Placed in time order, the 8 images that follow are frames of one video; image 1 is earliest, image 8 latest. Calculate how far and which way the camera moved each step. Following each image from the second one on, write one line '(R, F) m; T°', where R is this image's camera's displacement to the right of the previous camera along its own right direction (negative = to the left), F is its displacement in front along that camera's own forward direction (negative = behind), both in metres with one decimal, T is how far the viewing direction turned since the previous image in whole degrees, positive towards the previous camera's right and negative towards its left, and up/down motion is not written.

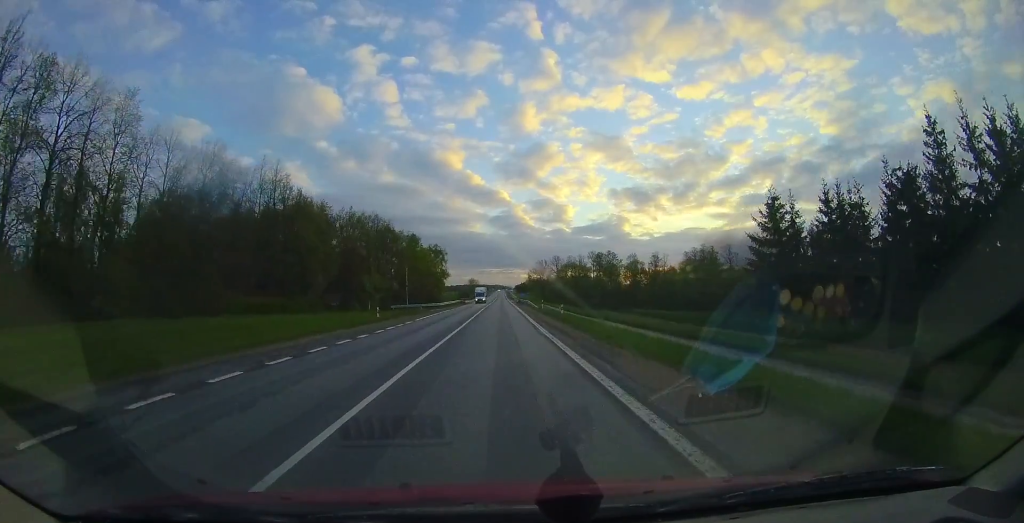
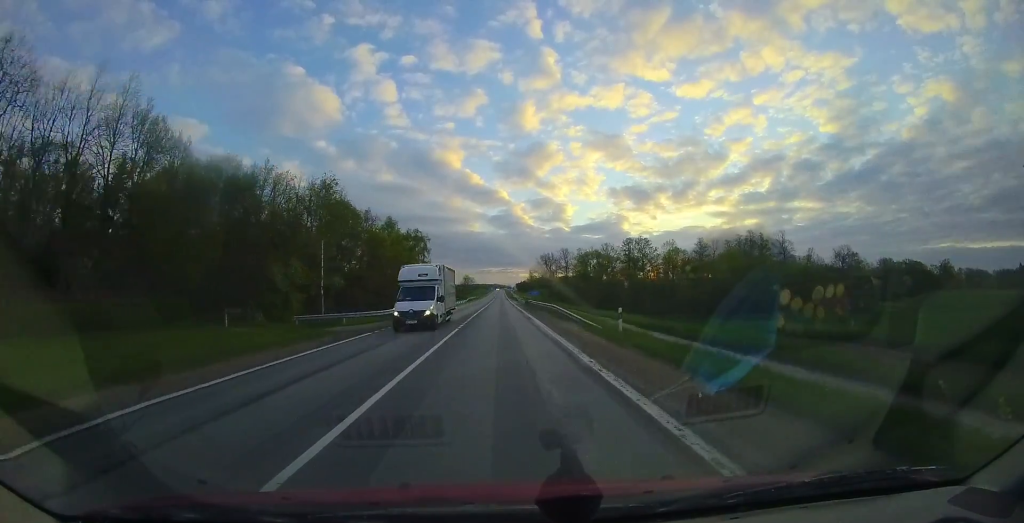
(+0.2, +23.5) m; 0°
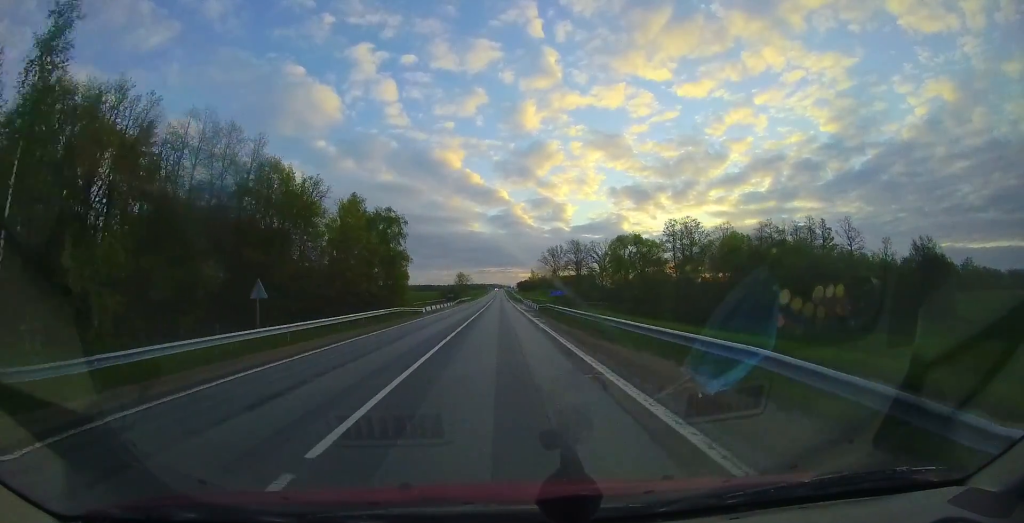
(-0.2, +20.9) m; +1°
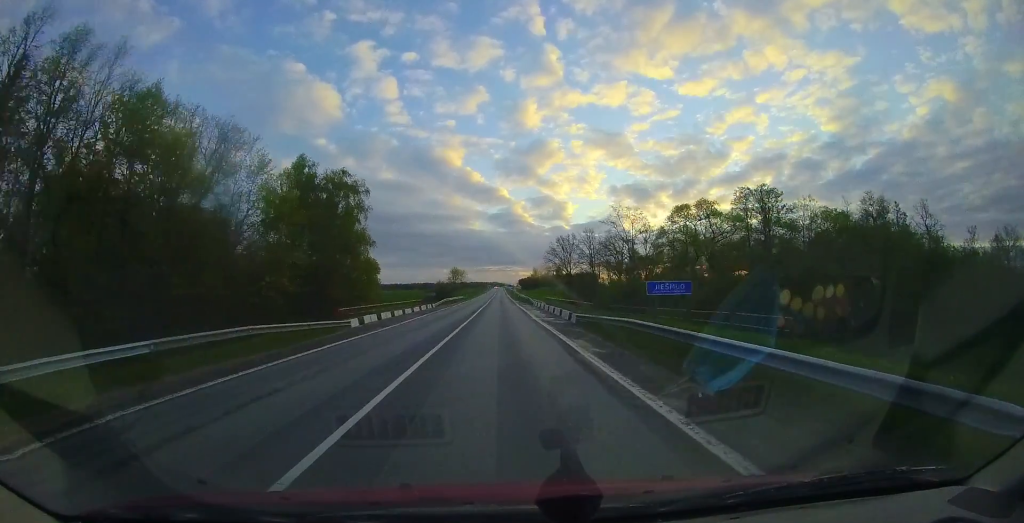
(+0.6, +18.2) m; 0°
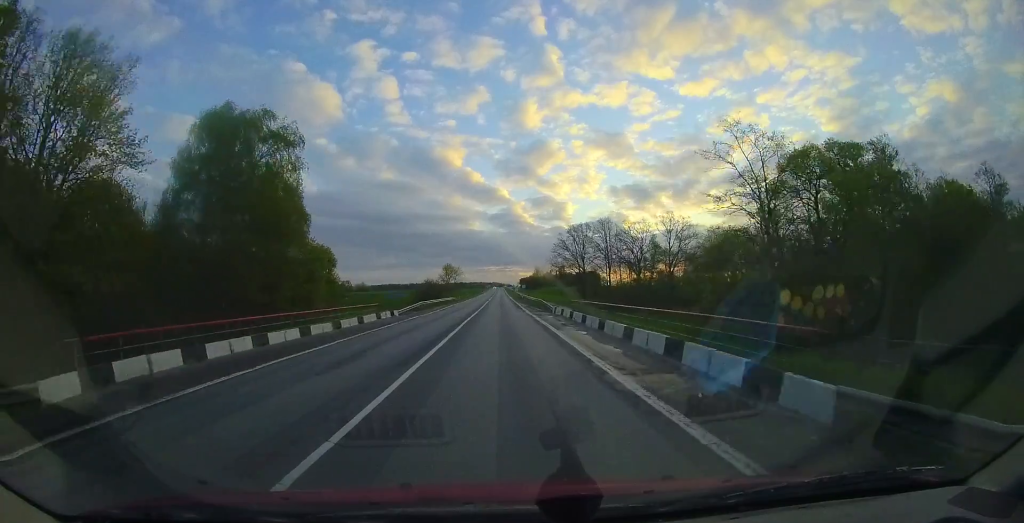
(-0.1, +15.0) m; 0°
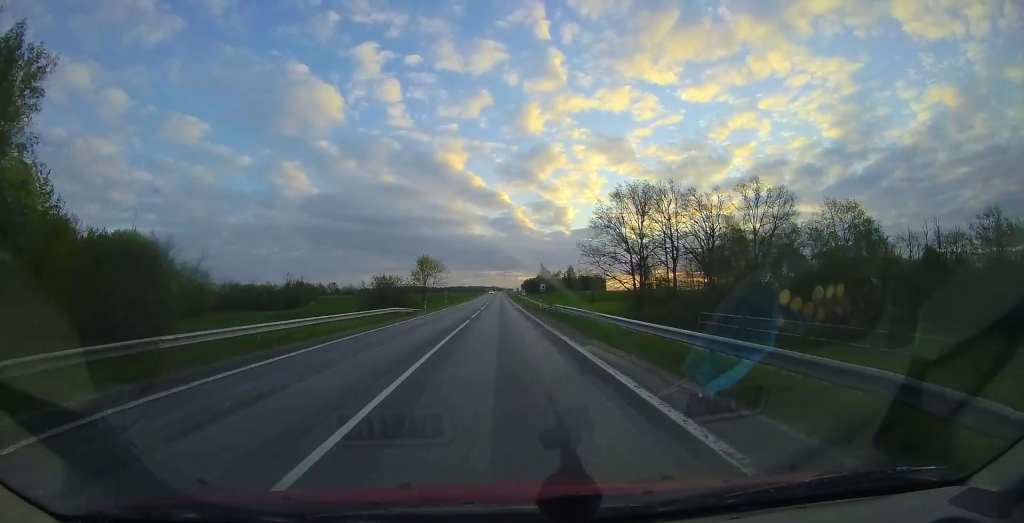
(0.0, +33.4) m; +1°
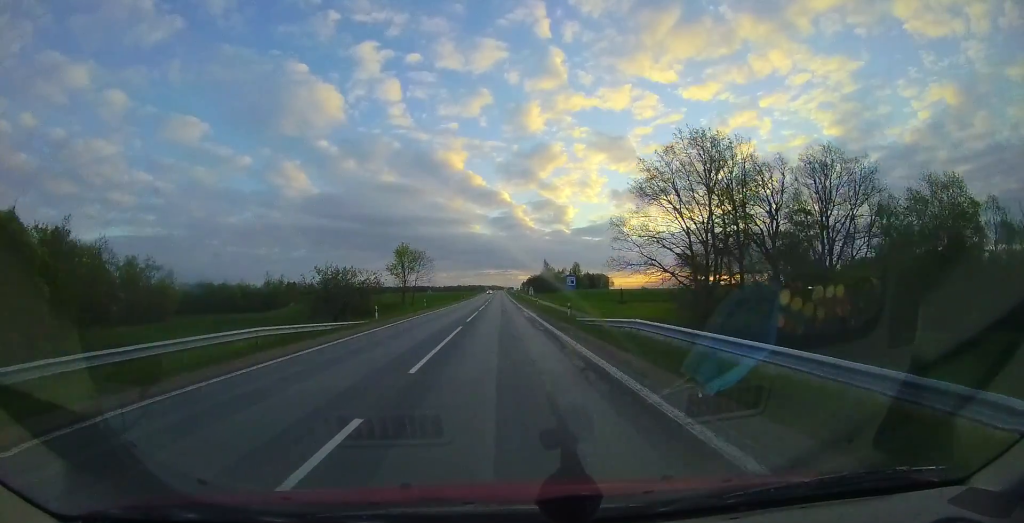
(+0.2, +15.6) m; +1°
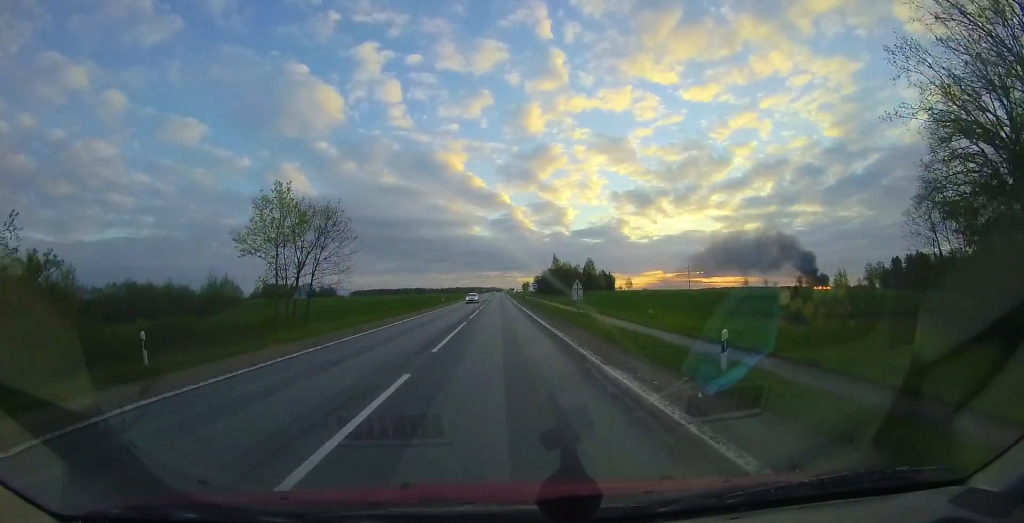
(0.0, +33.2) m; -1°
